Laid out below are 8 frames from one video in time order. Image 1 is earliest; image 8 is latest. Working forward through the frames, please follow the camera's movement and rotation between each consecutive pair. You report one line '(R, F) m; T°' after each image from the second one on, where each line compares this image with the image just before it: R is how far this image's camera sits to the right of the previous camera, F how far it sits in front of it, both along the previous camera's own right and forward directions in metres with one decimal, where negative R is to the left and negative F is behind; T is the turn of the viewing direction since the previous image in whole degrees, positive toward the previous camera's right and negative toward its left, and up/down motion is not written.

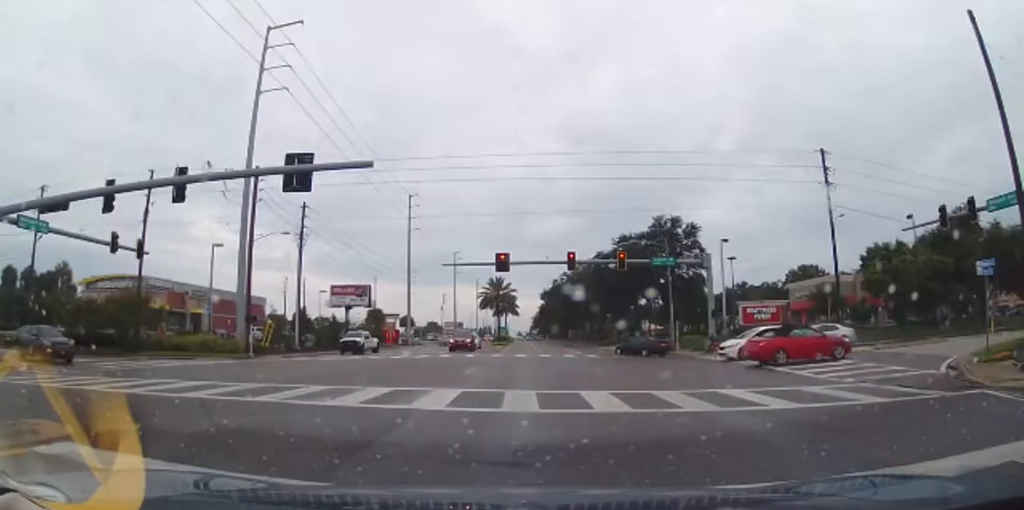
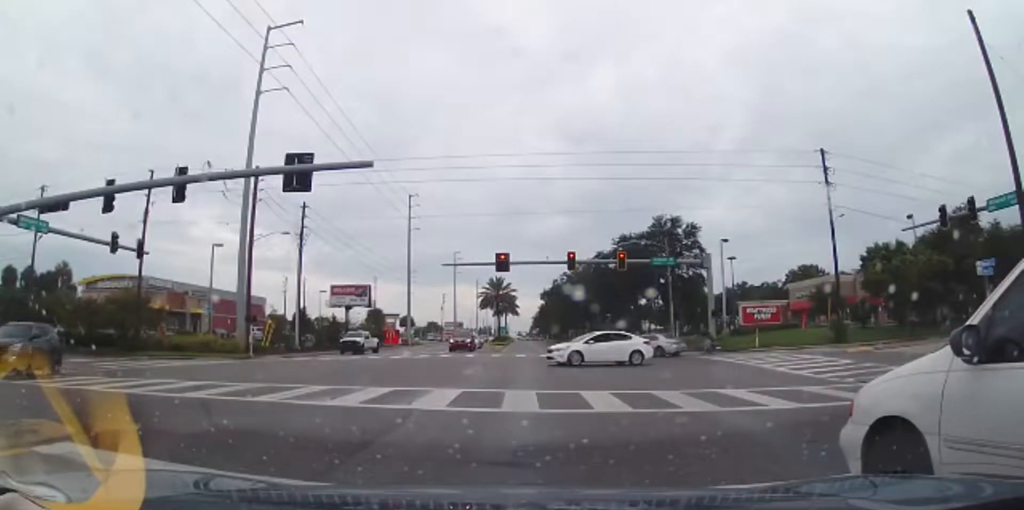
(0.0, 0.0) m; 0°
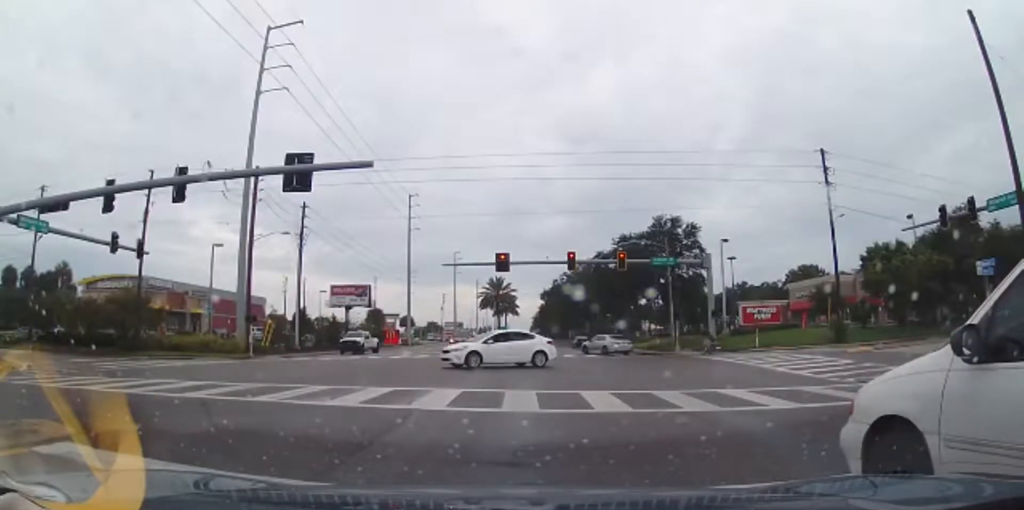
(0.0, 0.0) m; 0°
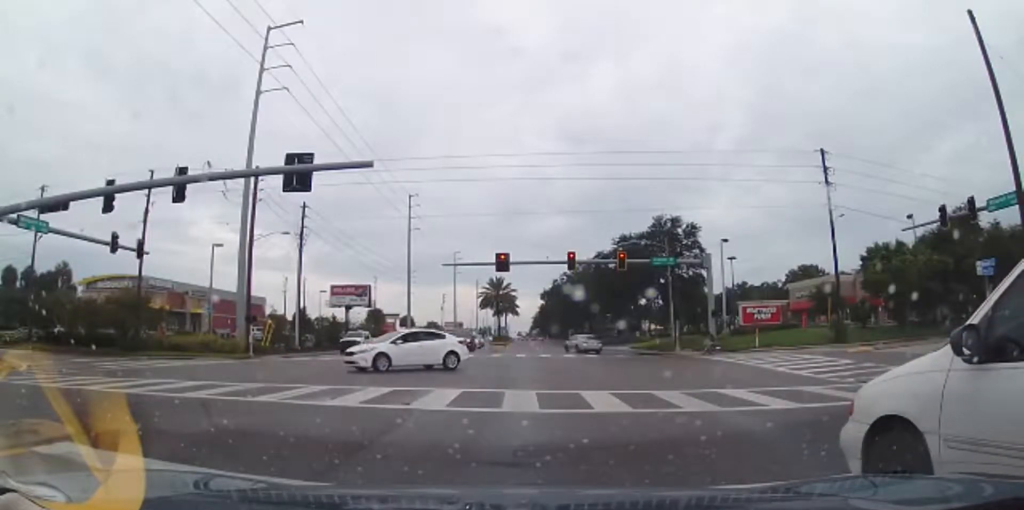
(0.0, 0.0) m; 0°
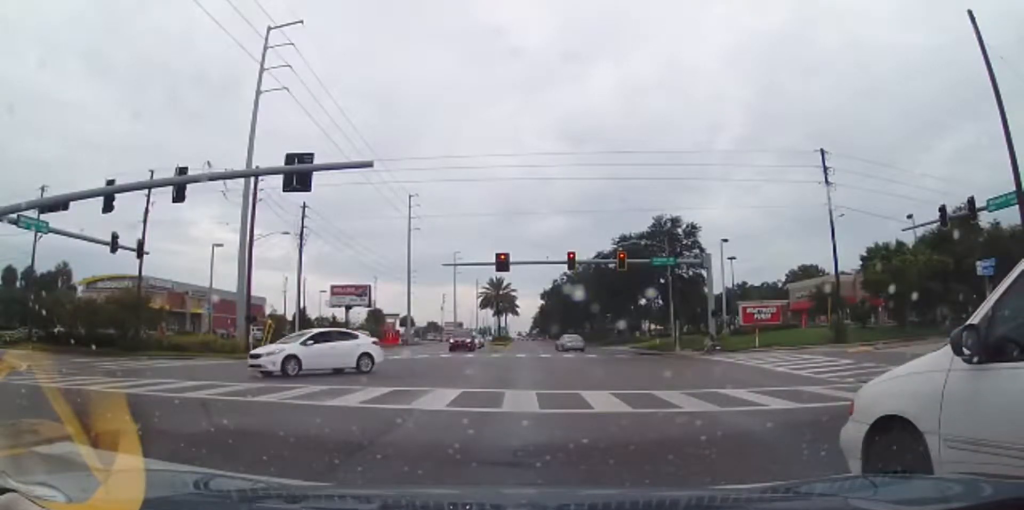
(0.0, 0.0) m; 0°
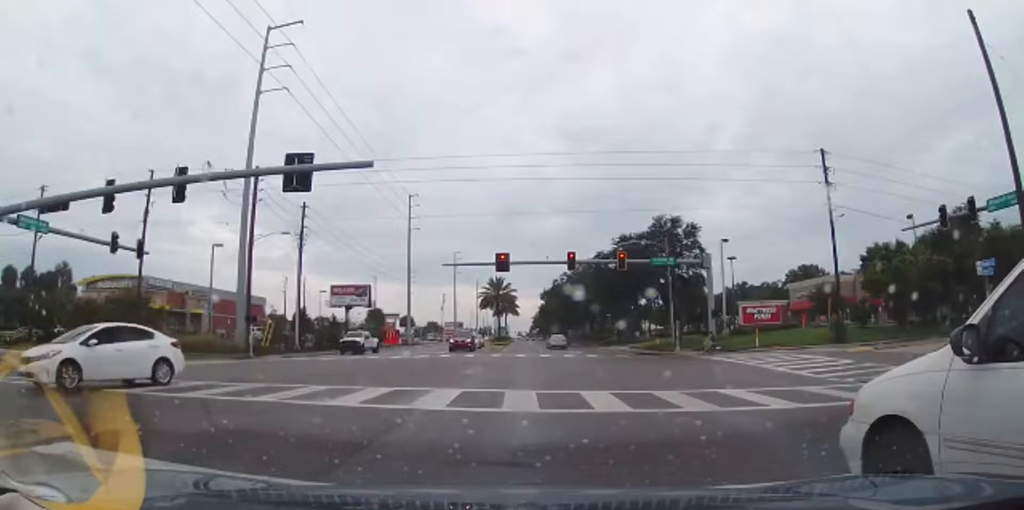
(0.0, 0.0) m; 0°
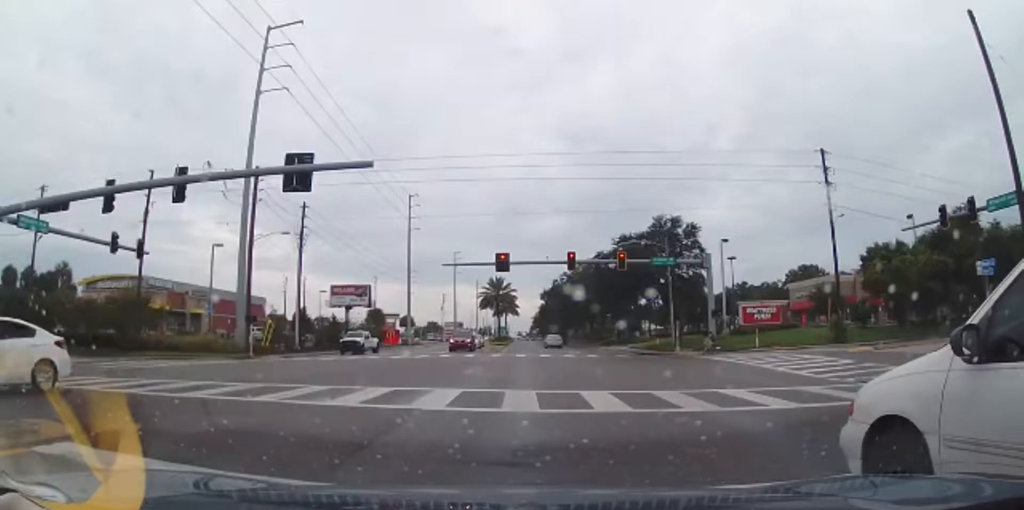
(0.0, 0.0) m; 0°
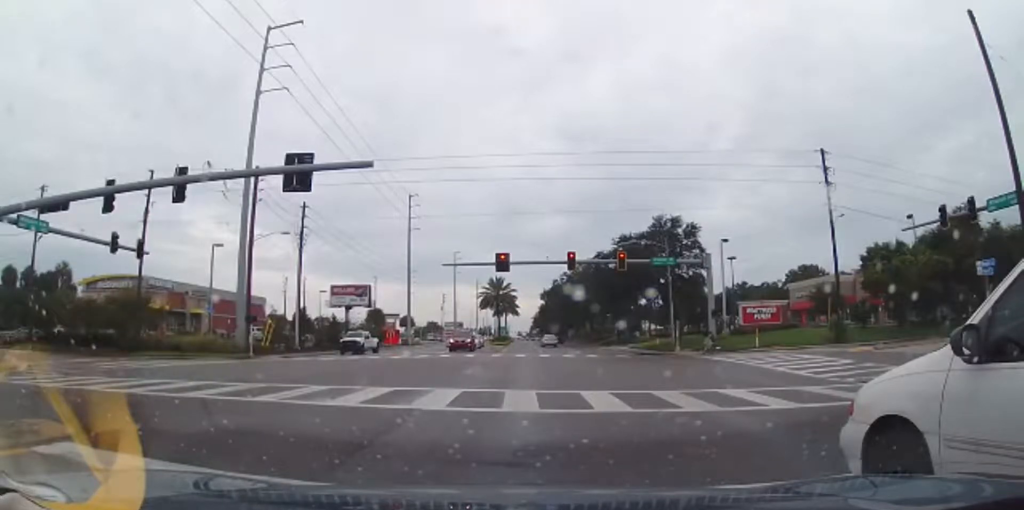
(0.0, 0.0) m; 0°
